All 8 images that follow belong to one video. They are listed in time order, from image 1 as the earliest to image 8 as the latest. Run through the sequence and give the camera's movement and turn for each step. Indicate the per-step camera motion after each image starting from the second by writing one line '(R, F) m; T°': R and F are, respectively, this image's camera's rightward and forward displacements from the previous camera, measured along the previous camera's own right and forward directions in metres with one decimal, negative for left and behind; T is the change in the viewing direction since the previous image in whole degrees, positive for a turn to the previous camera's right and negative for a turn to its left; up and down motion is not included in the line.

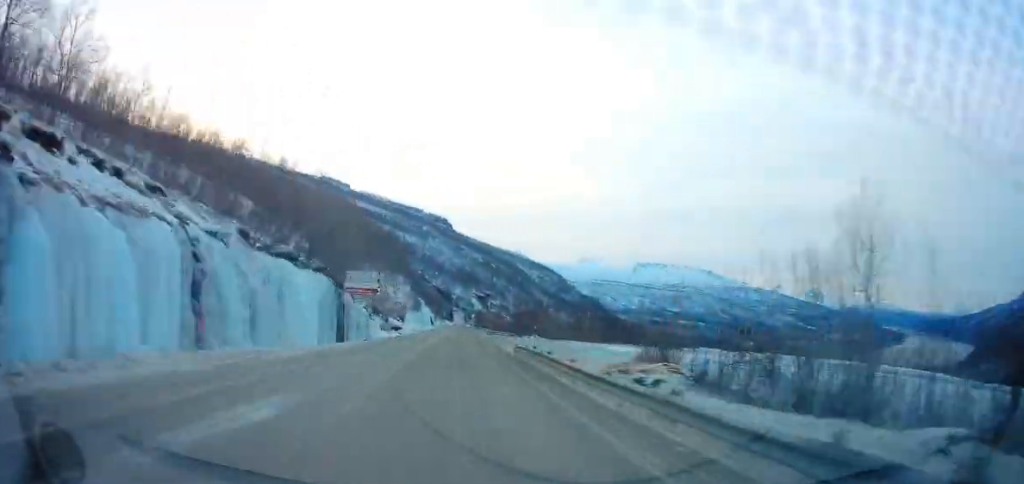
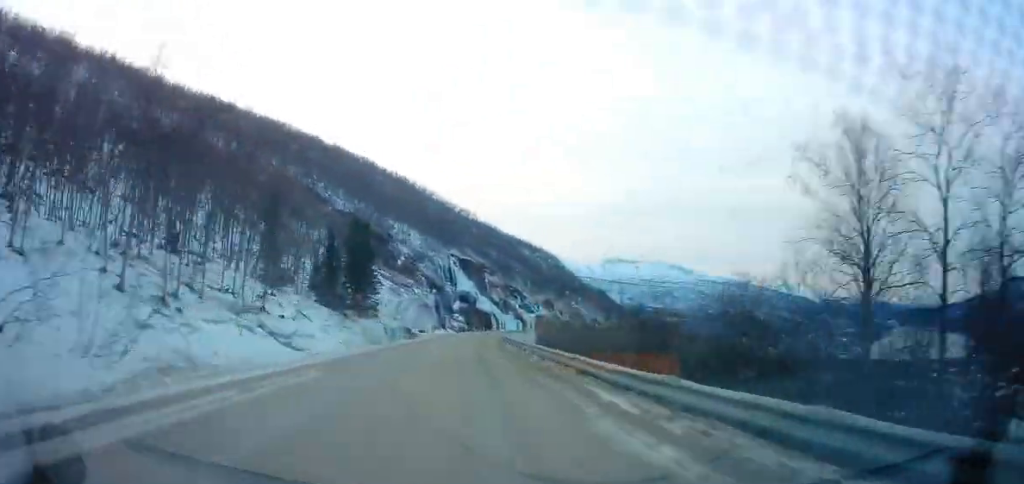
(+22.3, +350.5) m; +11°
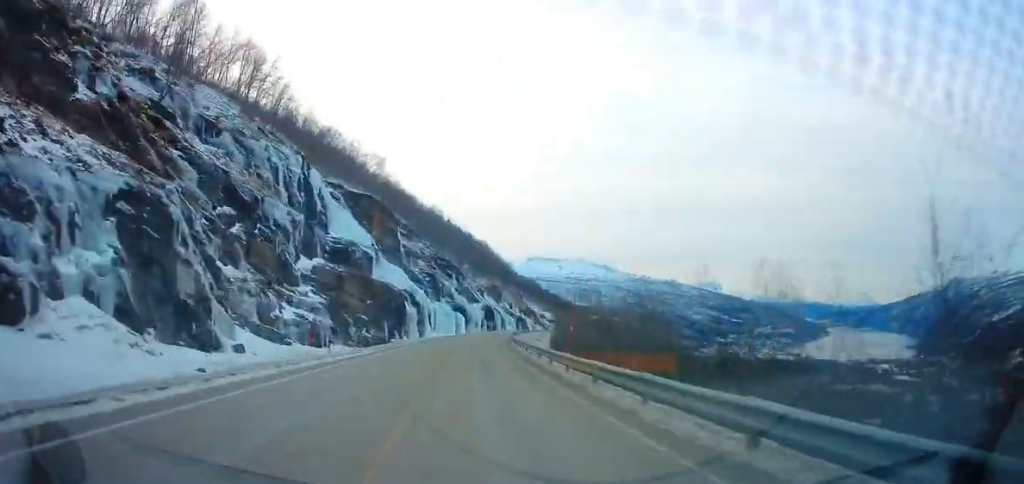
(+8.5, +129.5) m; +6°
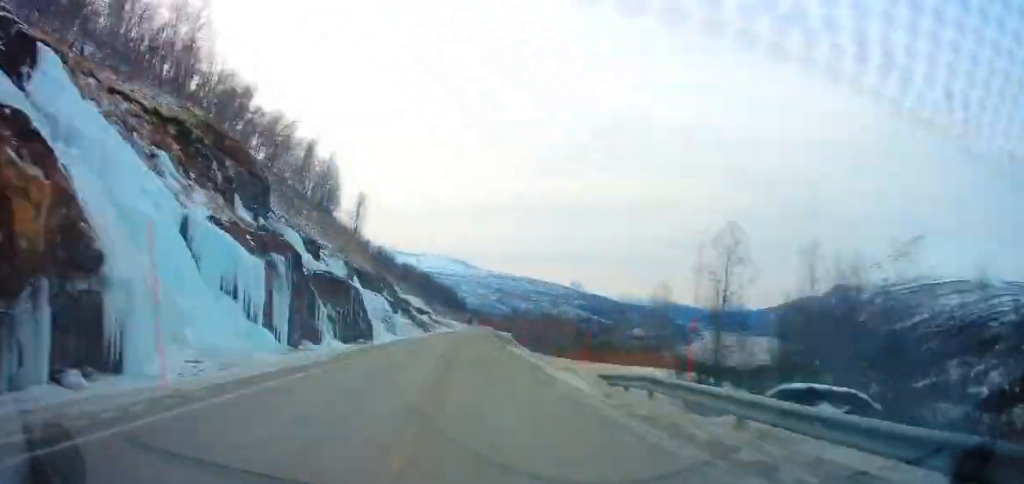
(+18.6, +200.0) m; +8°
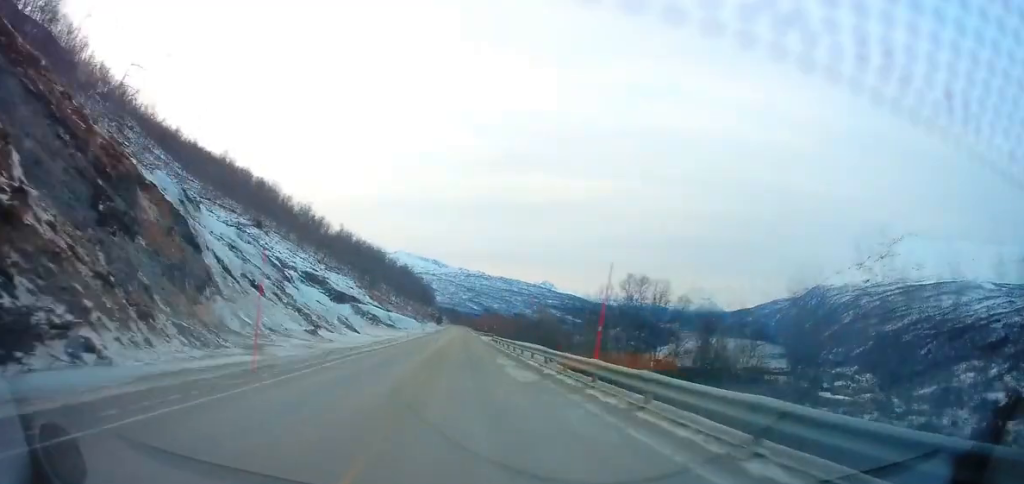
(+3.8, +103.1) m; +2°
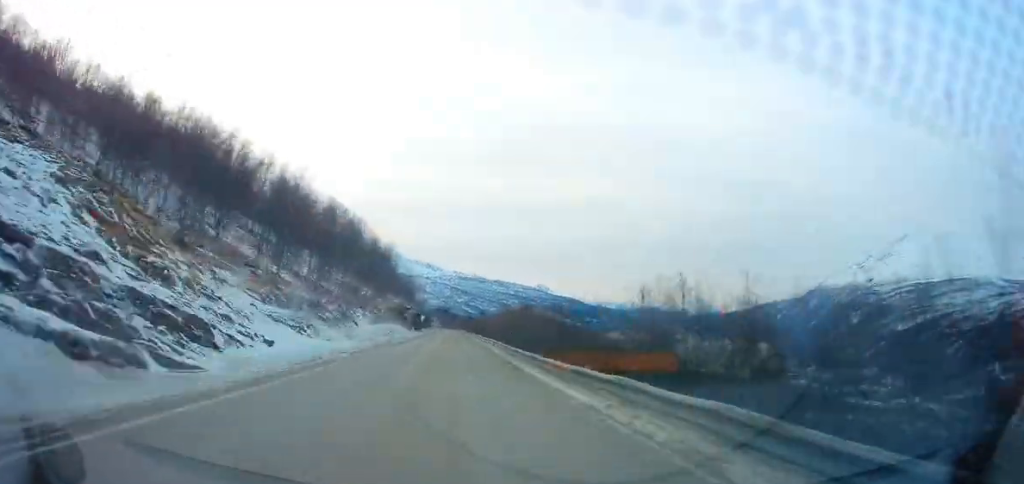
(+0.6, +116.3) m; -1°
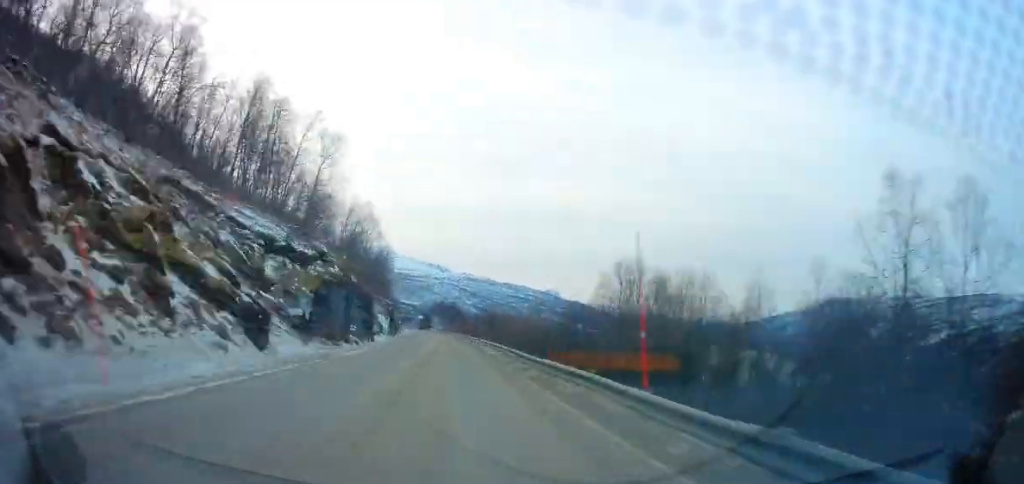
(+0.2, +100.6) m; -1°
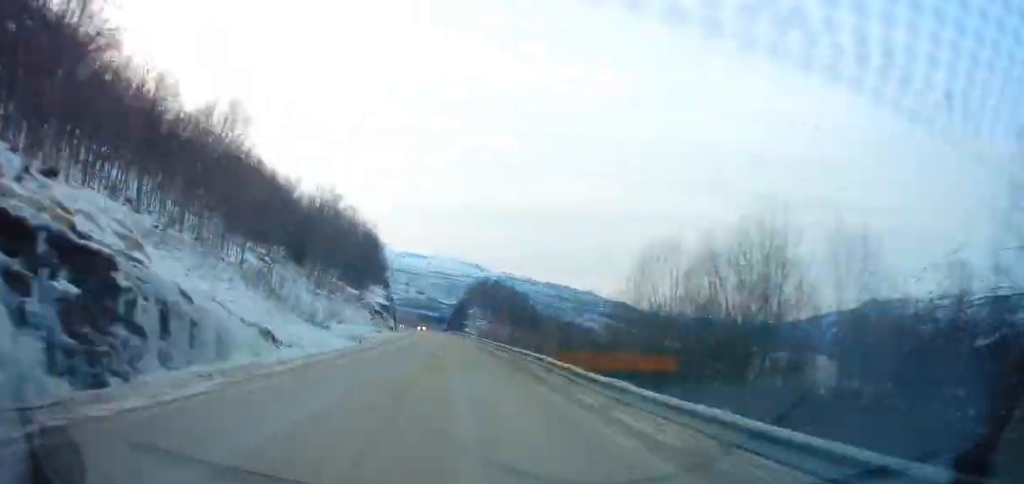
(-2.0, +110.8) m; -2°
